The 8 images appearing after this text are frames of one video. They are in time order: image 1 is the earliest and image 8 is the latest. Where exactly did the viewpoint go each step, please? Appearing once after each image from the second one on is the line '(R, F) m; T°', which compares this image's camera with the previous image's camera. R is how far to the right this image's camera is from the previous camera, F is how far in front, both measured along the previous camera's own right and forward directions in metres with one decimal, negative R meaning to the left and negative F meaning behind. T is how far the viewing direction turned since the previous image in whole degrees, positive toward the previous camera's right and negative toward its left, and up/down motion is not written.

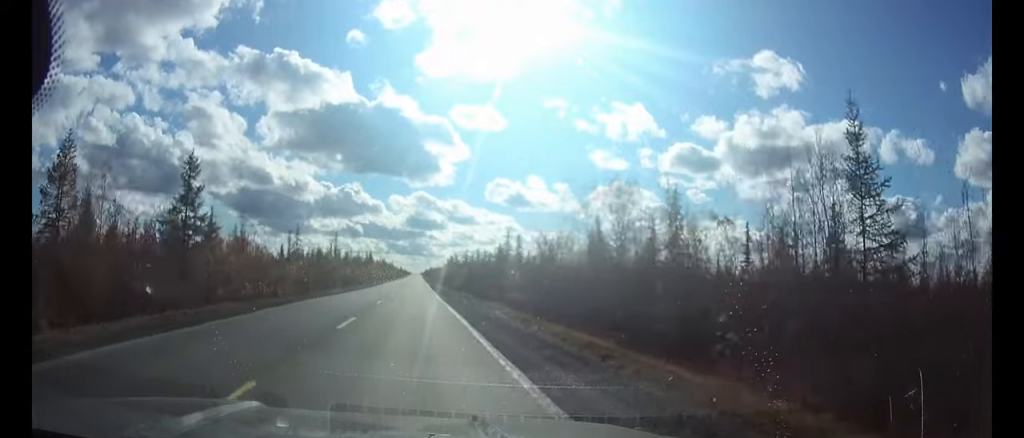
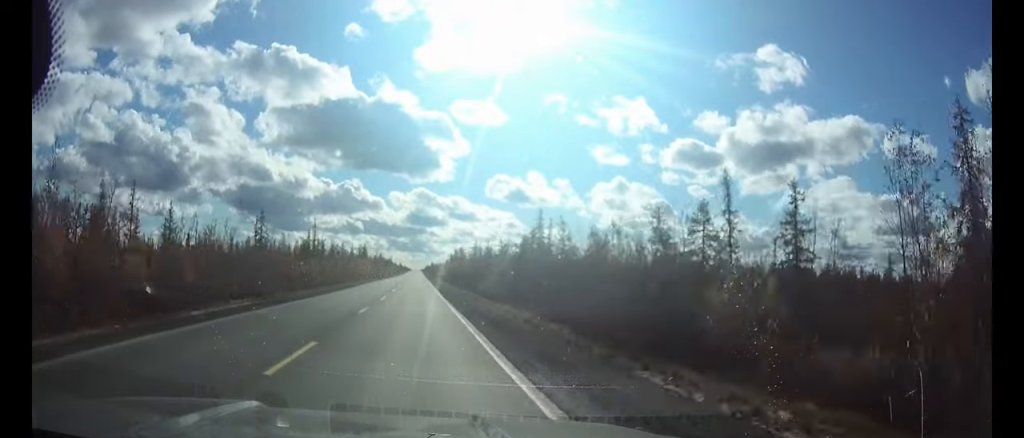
(0.0, +31.3) m; 0°
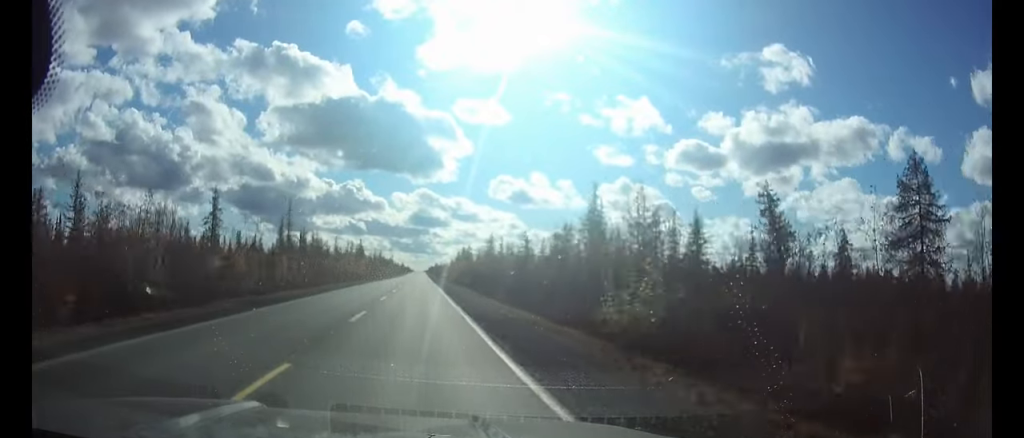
(0.0, +28.1) m; 0°
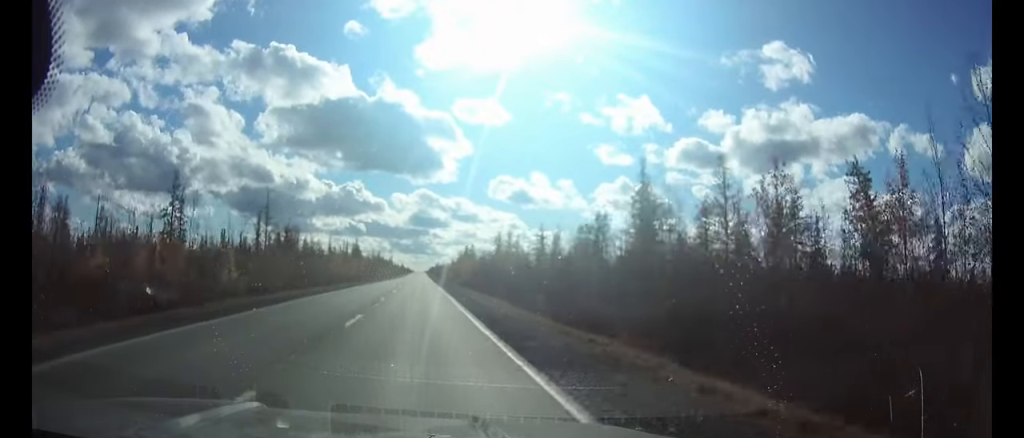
(0.0, +14.6) m; 0°
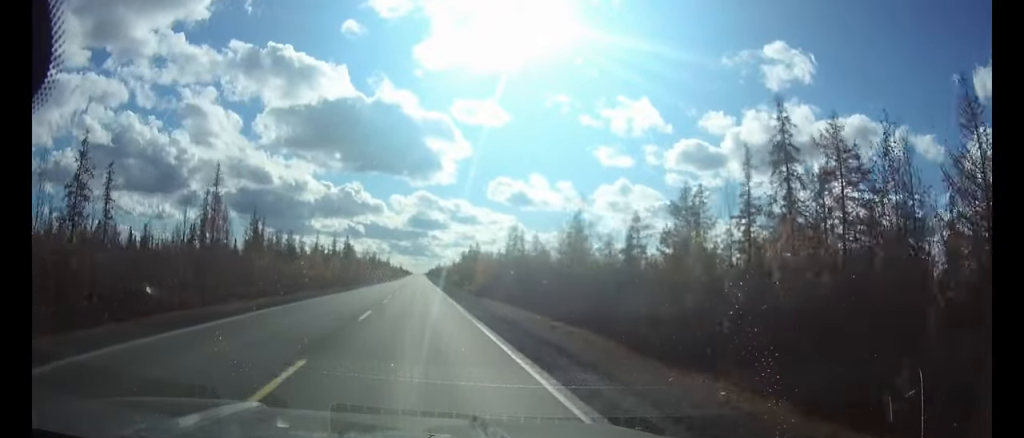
(0.0, +21.7) m; 0°
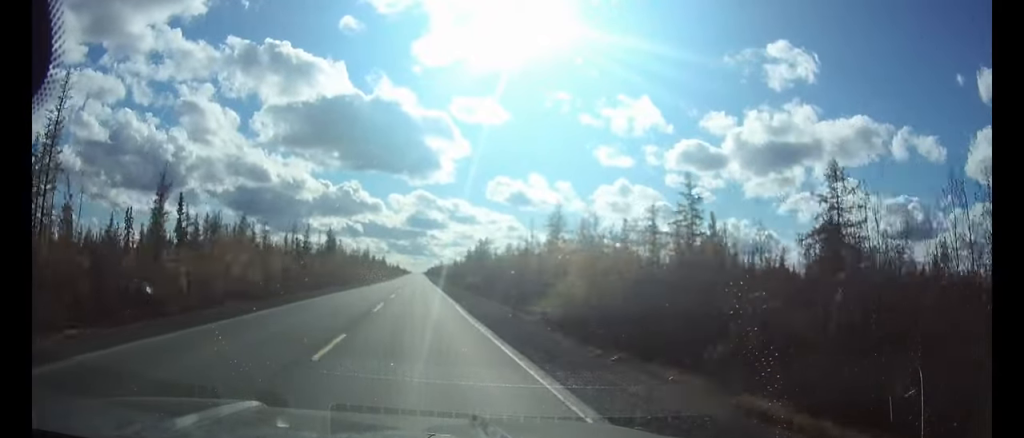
(0.0, +31.8) m; 0°
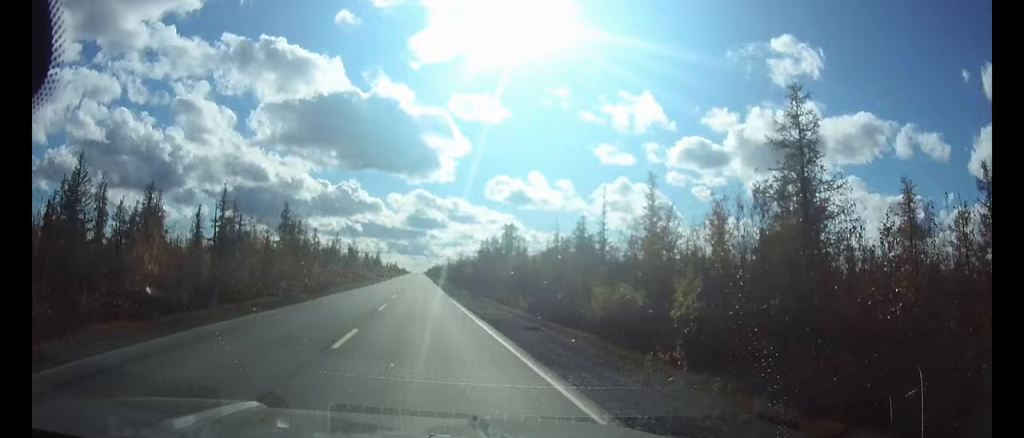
(+0.1, +47.4) m; 0°
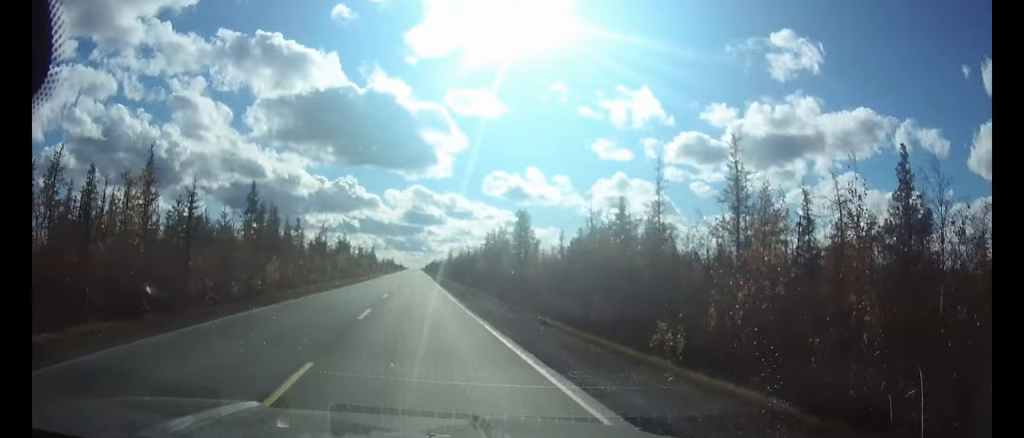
(0.0, +18.0) m; 0°
